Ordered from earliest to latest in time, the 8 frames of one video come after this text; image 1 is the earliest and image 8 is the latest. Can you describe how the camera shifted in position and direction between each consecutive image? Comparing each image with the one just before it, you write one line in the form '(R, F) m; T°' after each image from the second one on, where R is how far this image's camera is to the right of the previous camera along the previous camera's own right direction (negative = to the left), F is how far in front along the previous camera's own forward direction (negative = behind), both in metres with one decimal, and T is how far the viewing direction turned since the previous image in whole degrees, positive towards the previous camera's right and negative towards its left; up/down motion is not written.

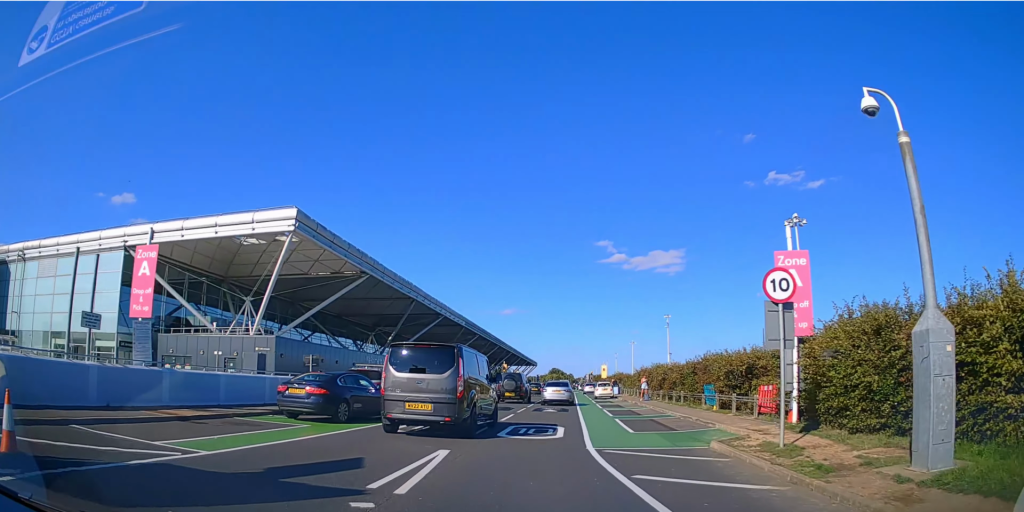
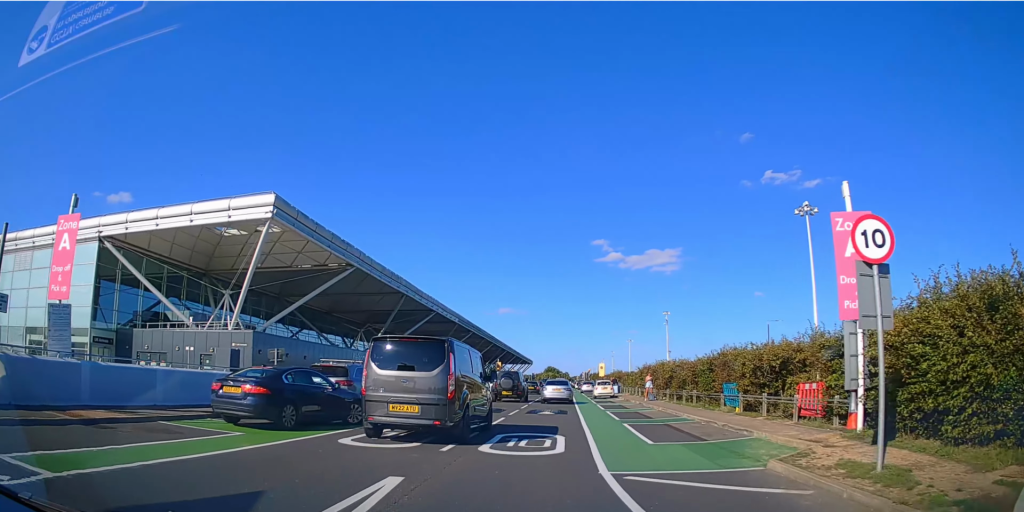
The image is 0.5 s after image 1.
(0.0, +3.4) m; -1°
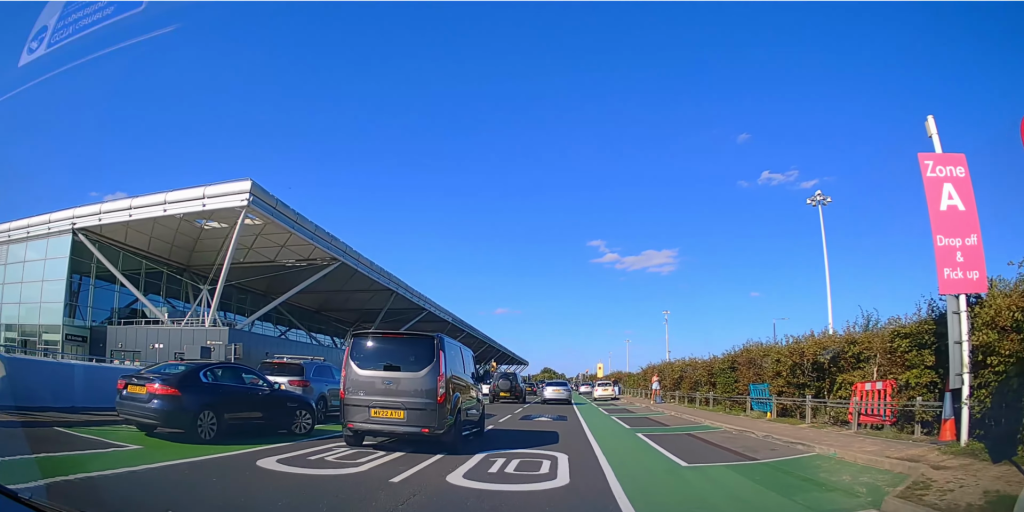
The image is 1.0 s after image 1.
(-0.1, +3.7) m; -1°
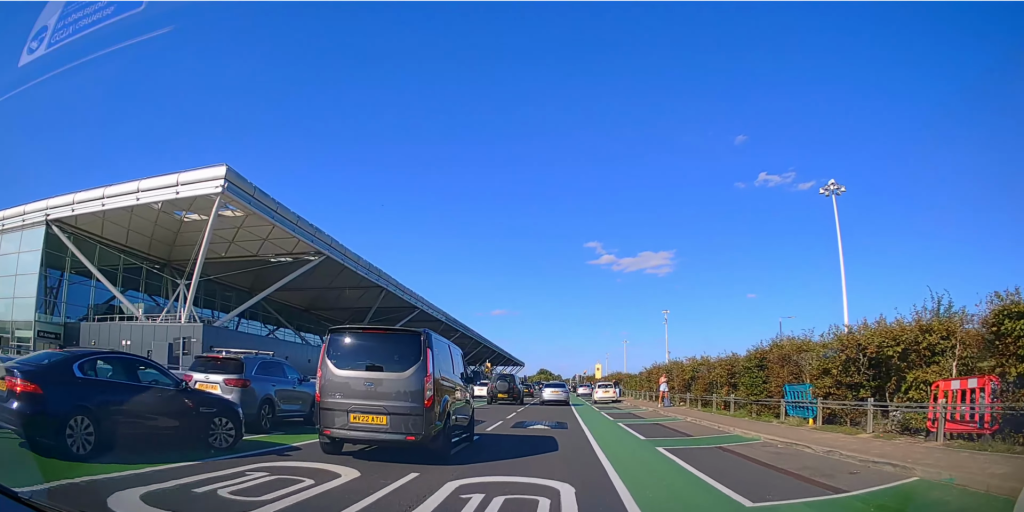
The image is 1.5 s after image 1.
(0.0, +3.6) m; -1°
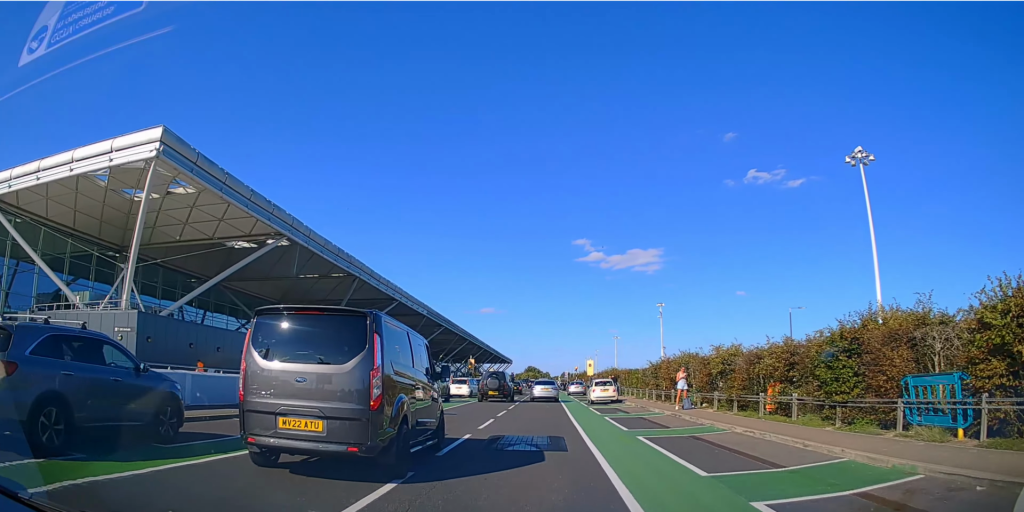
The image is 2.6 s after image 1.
(0.0, +6.4) m; 0°
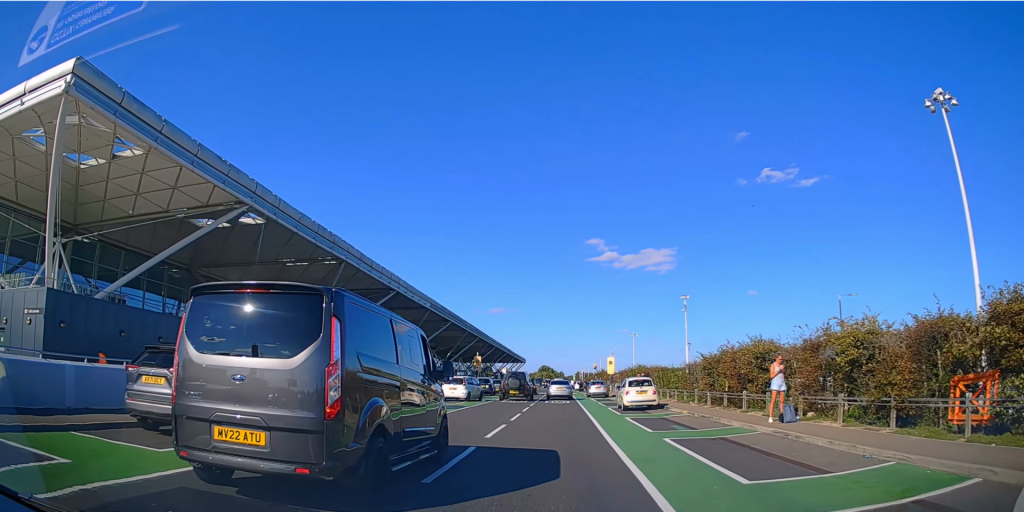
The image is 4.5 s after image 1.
(0.0, +9.2) m; 0°
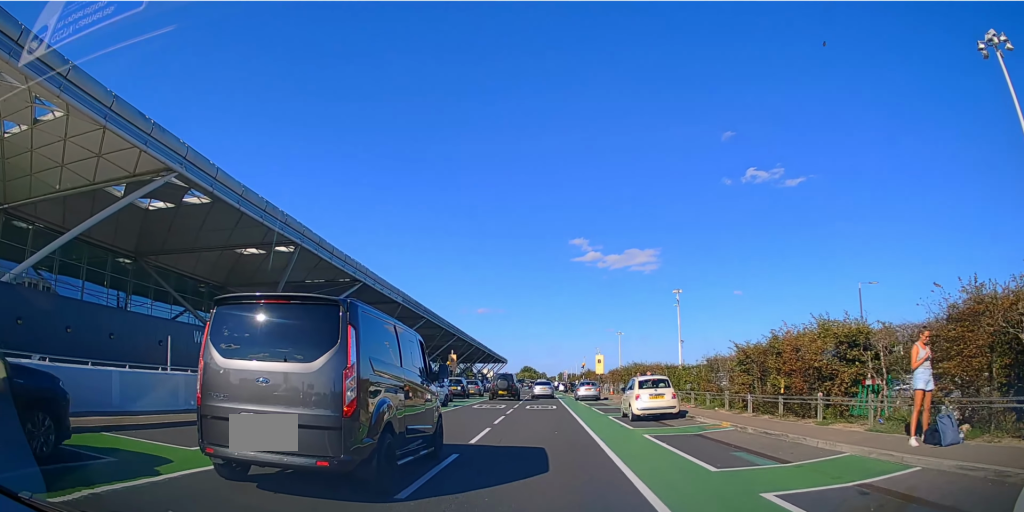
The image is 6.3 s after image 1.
(-0.2, +7.3) m; 0°
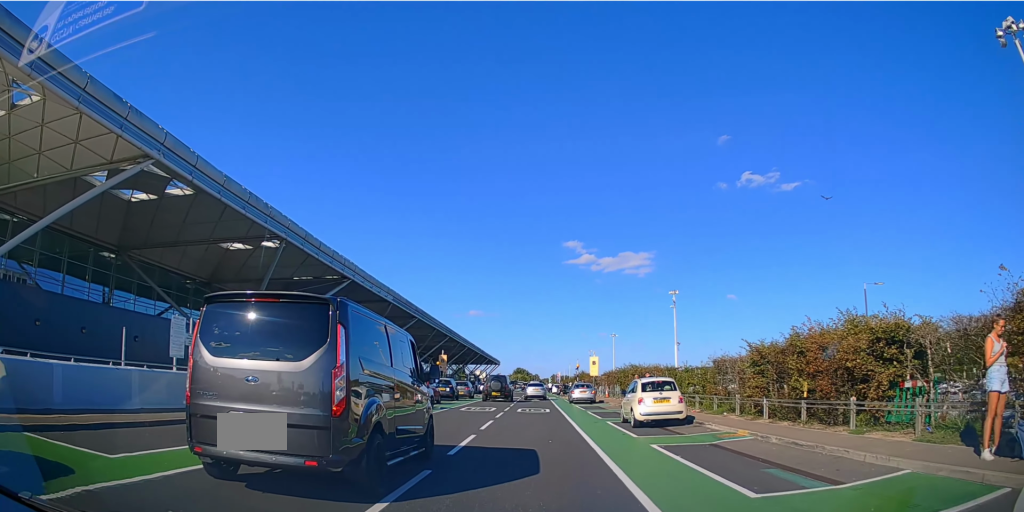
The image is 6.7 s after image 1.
(0.0, +1.8) m; +1°
